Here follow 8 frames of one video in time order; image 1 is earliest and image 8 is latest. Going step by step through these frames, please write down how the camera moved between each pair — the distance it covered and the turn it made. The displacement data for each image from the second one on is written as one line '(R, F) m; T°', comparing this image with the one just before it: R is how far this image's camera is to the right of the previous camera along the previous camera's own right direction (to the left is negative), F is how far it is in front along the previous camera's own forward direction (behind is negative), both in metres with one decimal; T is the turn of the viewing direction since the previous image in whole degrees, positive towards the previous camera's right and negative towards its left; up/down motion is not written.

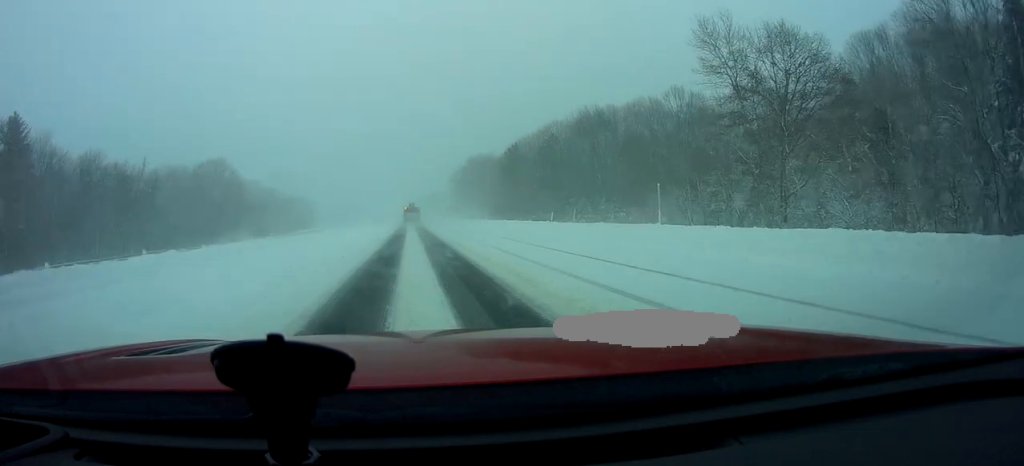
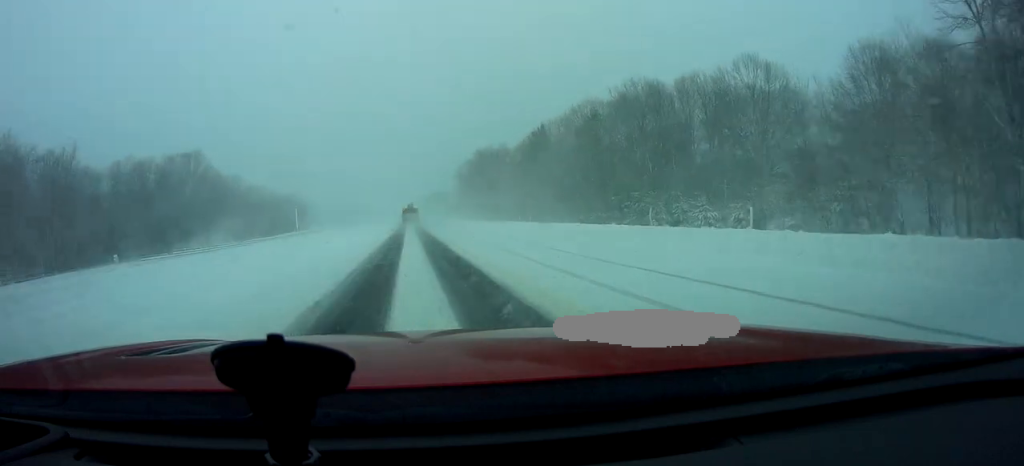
(-0.6, +21.3) m; -2°
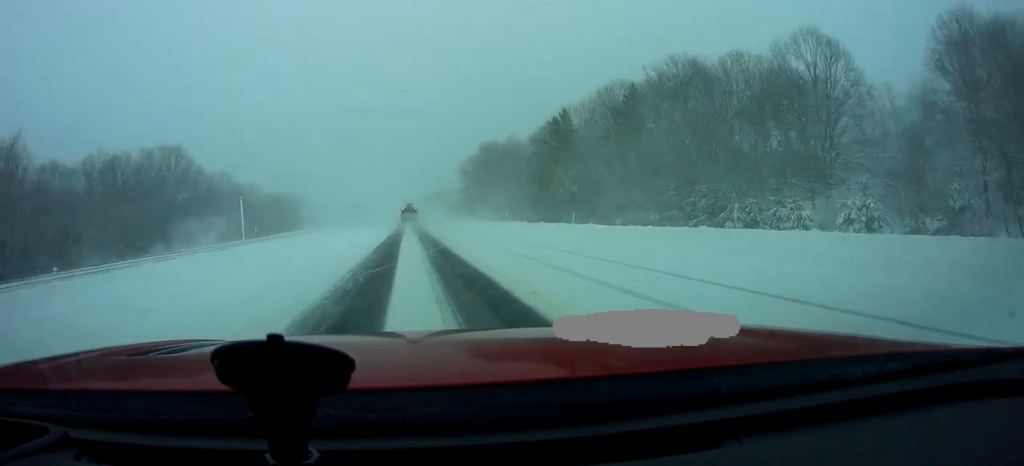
(-0.2, +12.7) m; 0°
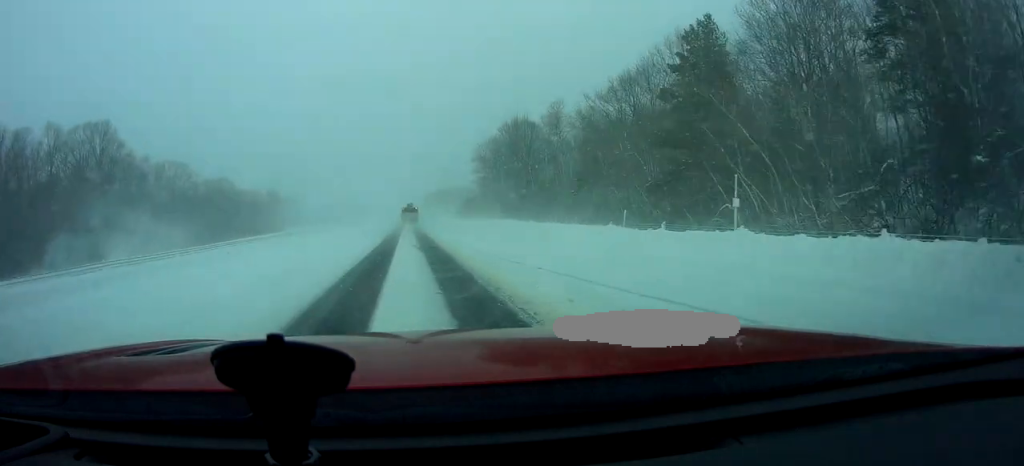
(+1.3, +37.0) m; +2°
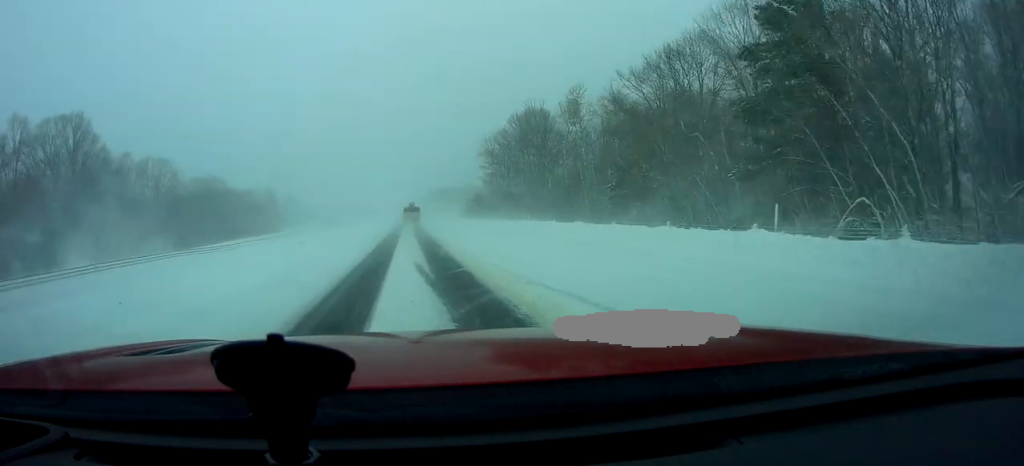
(-0.1, +10.2) m; -1°
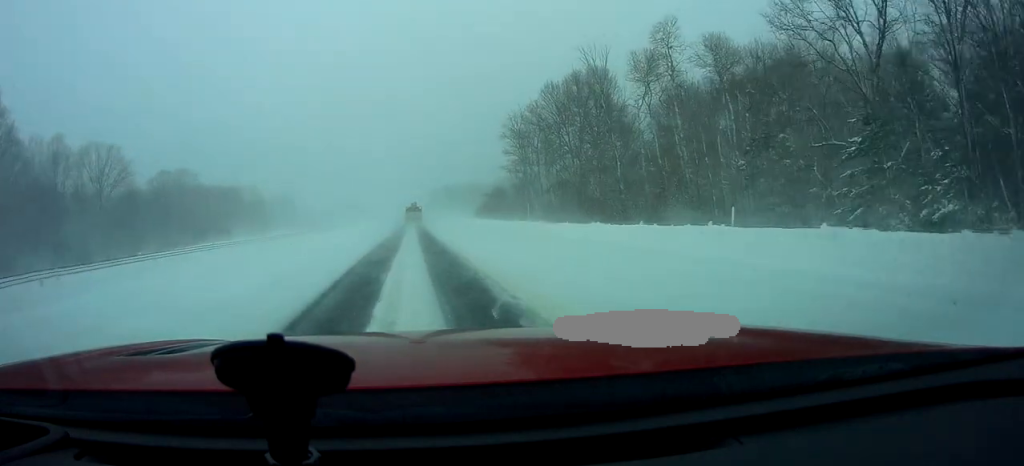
(-0.9, +27.5) m; -1°
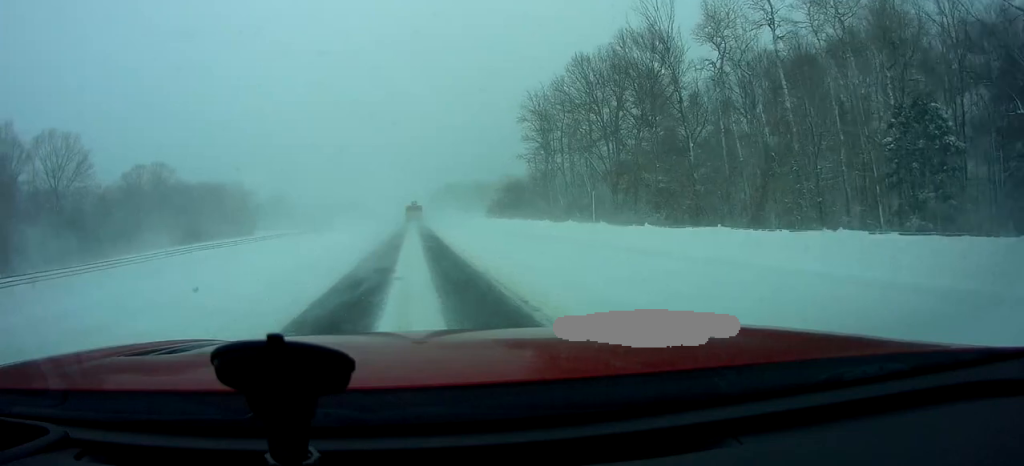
(0.0, +15.8) m; +1°
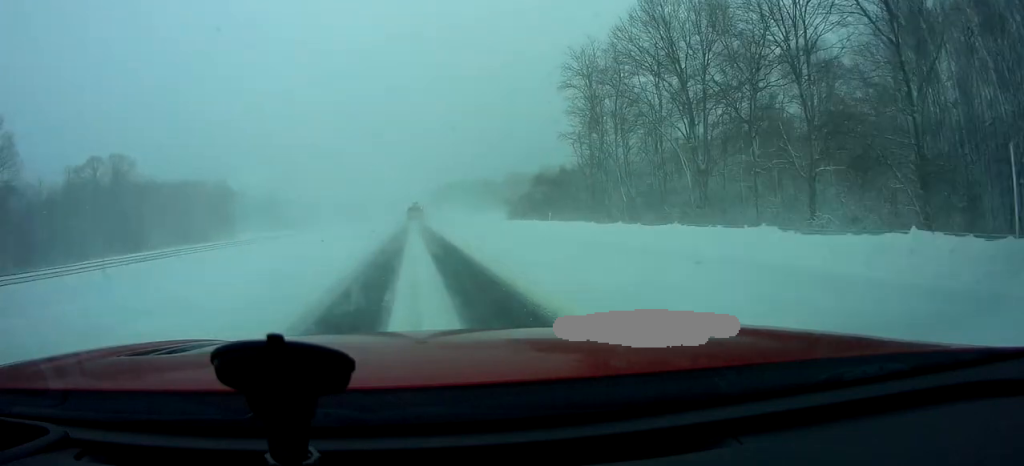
(+0.4, +22.8) m; -1°
